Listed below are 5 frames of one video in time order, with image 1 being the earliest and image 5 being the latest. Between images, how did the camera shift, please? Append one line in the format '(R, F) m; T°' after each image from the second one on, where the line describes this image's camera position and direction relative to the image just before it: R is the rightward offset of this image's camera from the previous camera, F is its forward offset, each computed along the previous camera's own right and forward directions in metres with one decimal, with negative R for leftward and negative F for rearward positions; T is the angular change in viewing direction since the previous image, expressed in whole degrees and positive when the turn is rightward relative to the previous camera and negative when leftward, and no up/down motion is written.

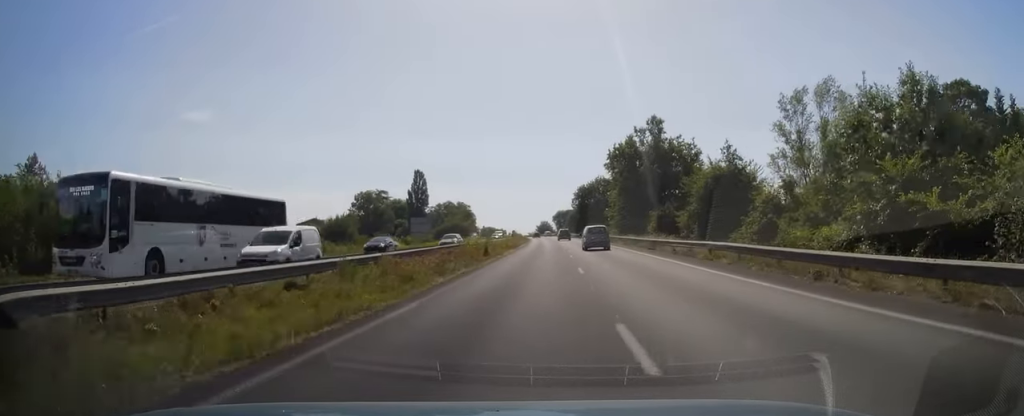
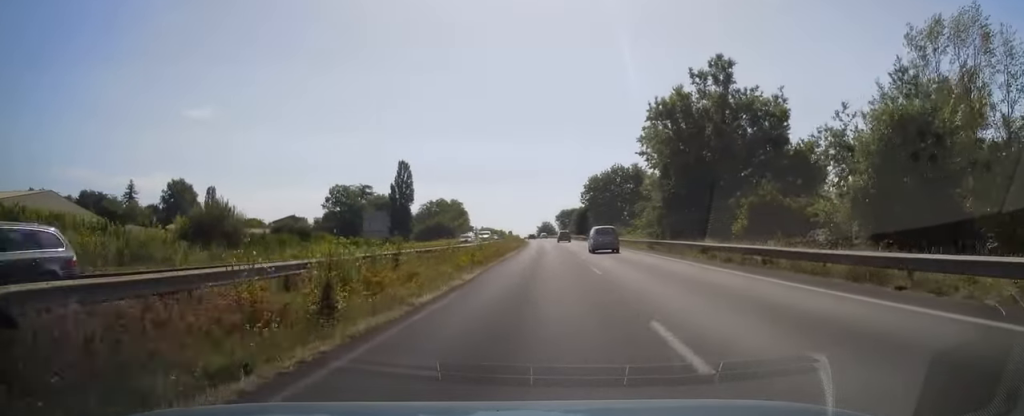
(0.0, +26.0) m; 0°
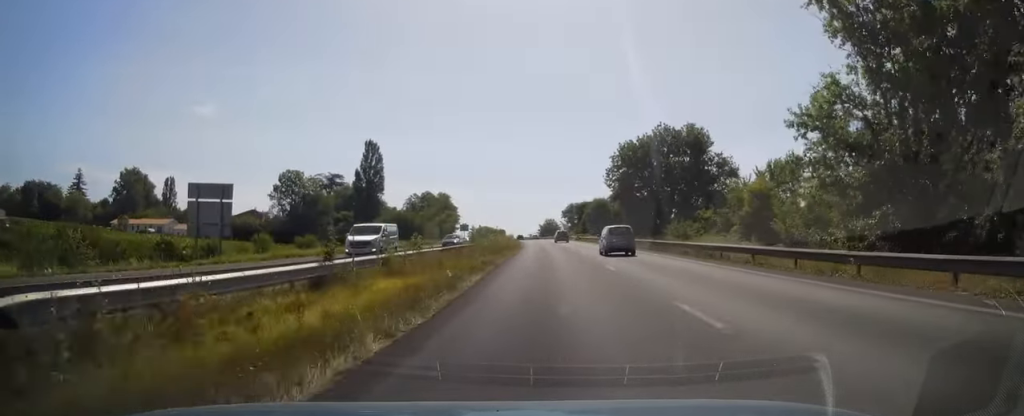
(+0.2, +36.7) m; +1°
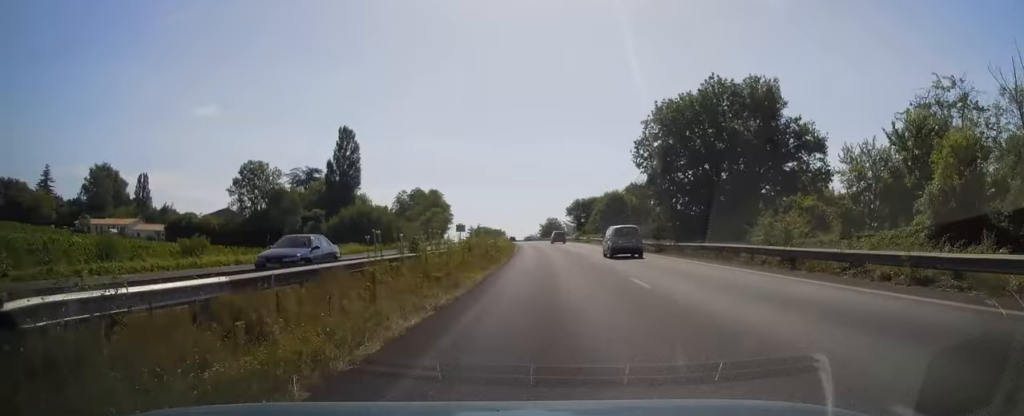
(+0.2, +19.9) m; 0°
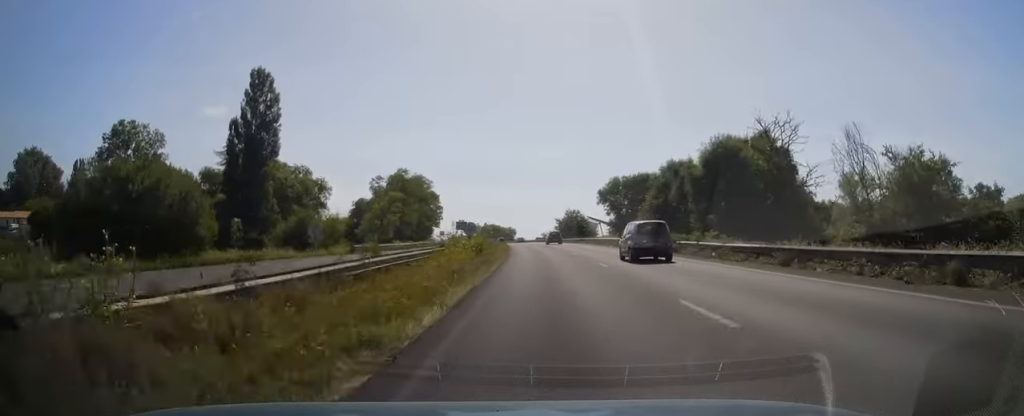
(-1.0, +45.4) m; -2°
